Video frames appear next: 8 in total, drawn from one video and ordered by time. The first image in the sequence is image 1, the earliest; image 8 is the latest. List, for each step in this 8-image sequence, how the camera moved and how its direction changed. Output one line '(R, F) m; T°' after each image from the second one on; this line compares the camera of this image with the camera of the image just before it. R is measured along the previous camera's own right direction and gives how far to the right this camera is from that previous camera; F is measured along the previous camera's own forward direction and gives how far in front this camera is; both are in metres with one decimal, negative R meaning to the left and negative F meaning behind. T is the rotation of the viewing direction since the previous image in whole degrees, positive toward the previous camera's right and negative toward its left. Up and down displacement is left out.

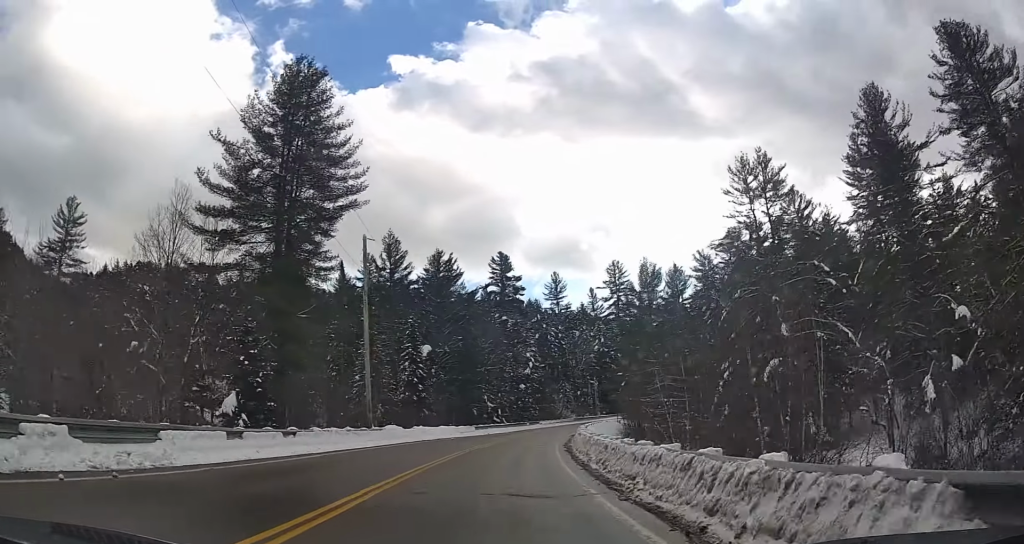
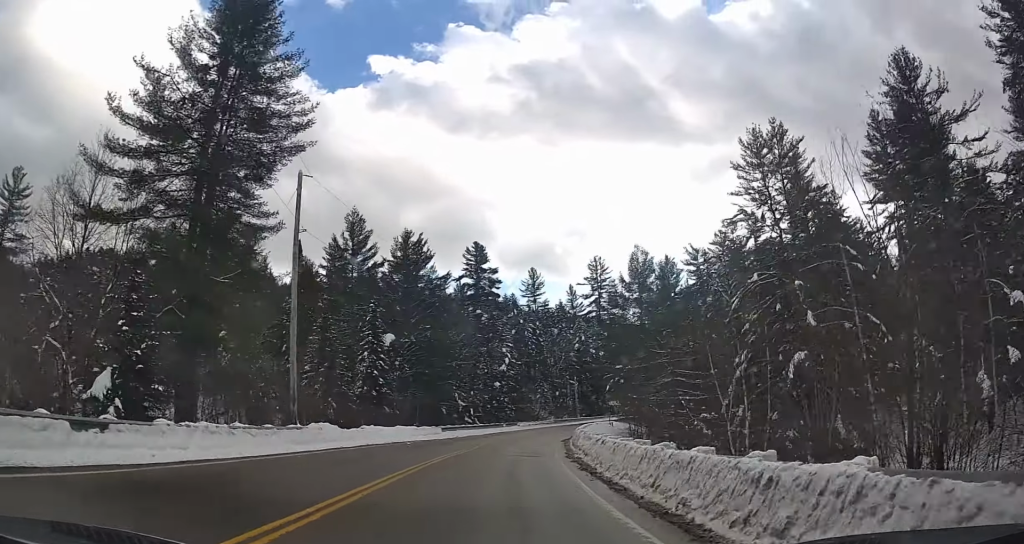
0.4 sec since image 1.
(-0.2, +9.3) m; +1°
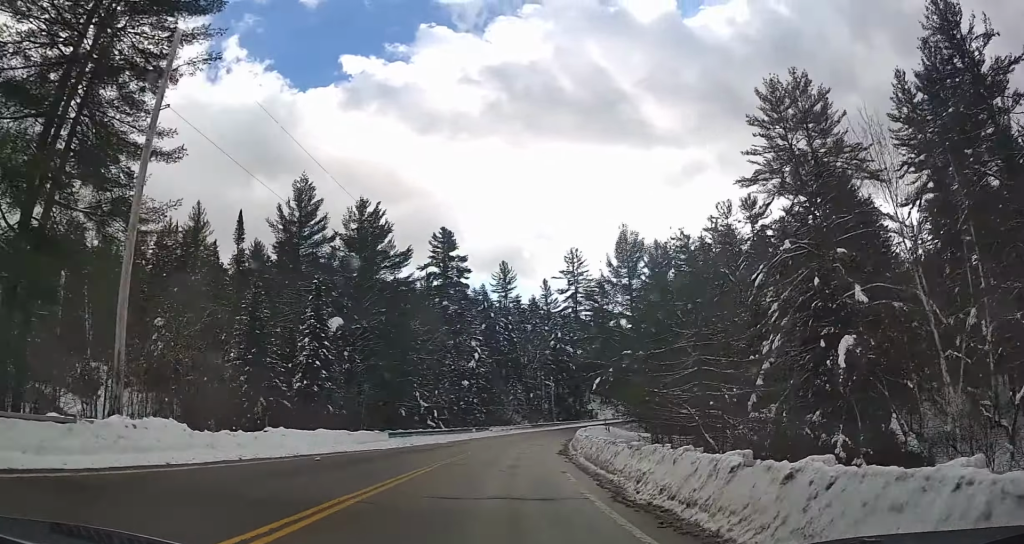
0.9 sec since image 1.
(+0.2, +10.8) m; +2°
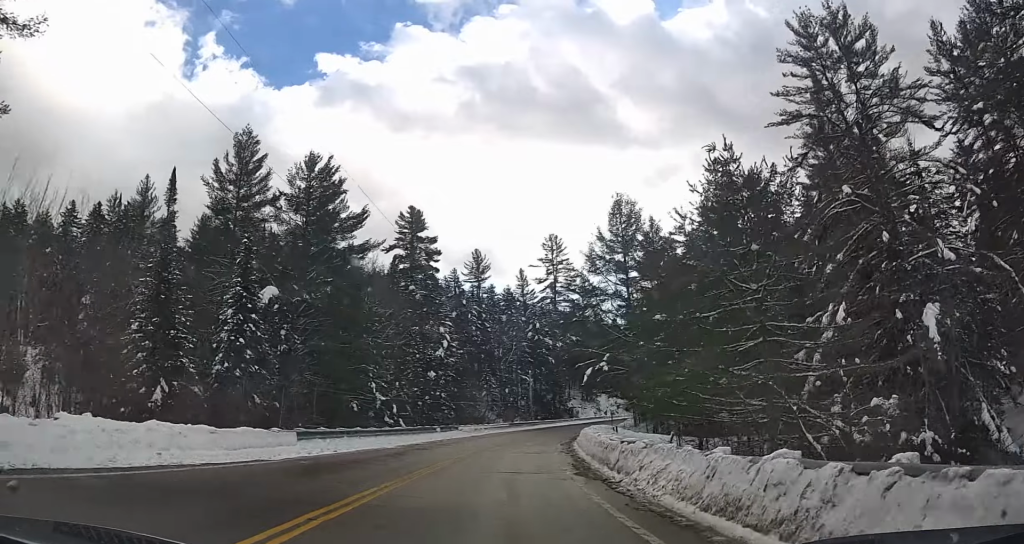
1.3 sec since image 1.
(+0.2, +10.8) m; +3°
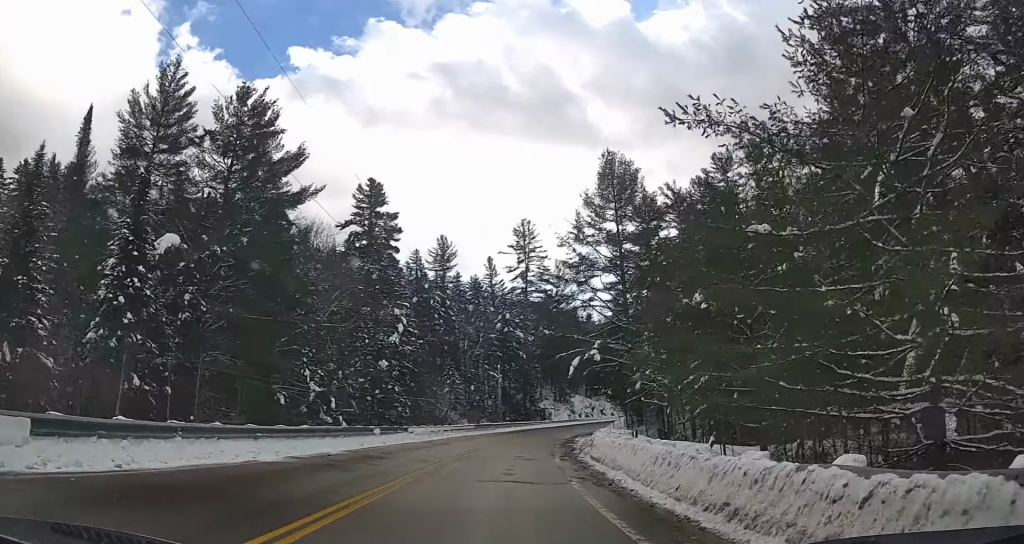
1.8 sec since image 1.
(+0.2, +10.8) m; +3°
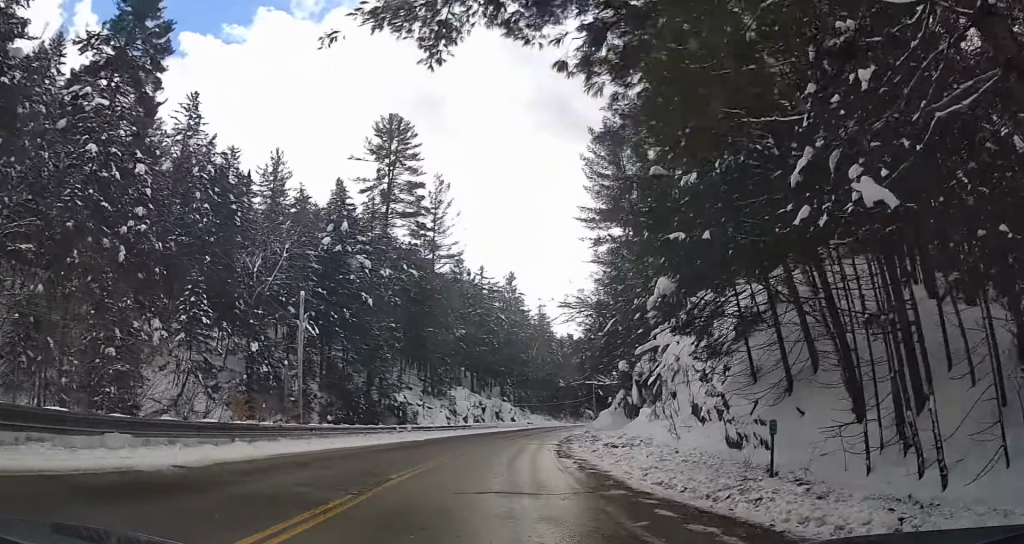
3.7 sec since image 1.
(+4.9, +44.7) m; +13°
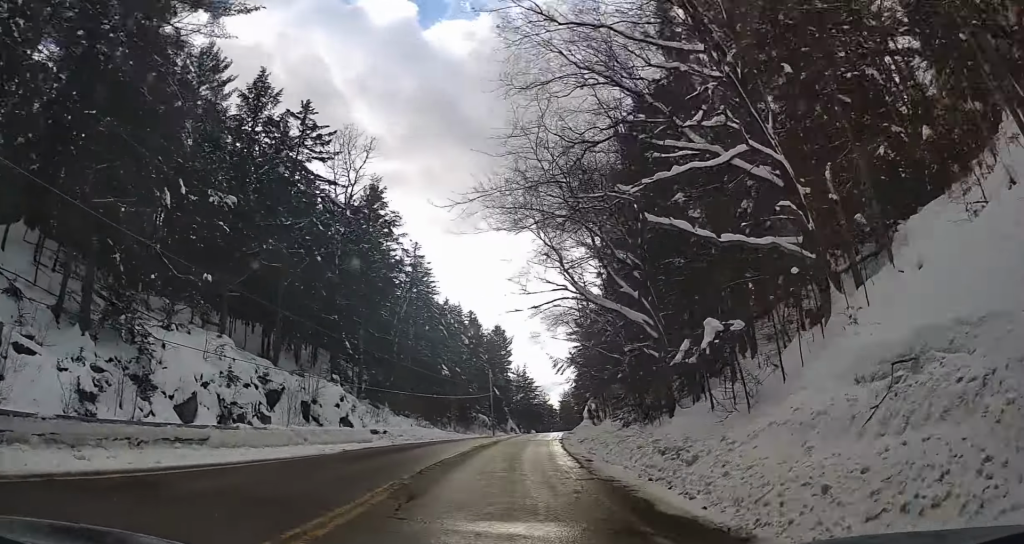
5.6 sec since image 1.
(+5.2, +45.8) m; +14°
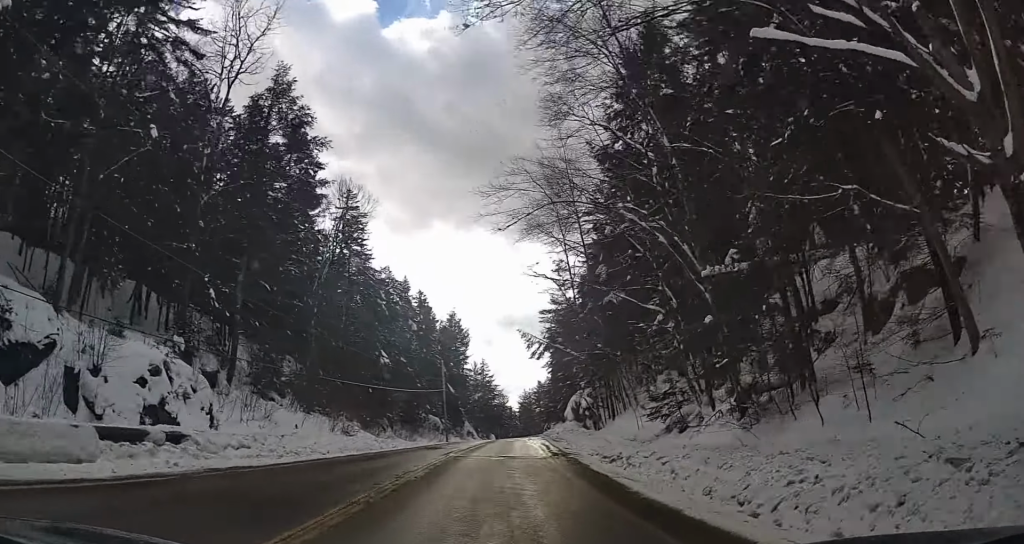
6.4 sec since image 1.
(+1.2, +18.3) m; +6°
